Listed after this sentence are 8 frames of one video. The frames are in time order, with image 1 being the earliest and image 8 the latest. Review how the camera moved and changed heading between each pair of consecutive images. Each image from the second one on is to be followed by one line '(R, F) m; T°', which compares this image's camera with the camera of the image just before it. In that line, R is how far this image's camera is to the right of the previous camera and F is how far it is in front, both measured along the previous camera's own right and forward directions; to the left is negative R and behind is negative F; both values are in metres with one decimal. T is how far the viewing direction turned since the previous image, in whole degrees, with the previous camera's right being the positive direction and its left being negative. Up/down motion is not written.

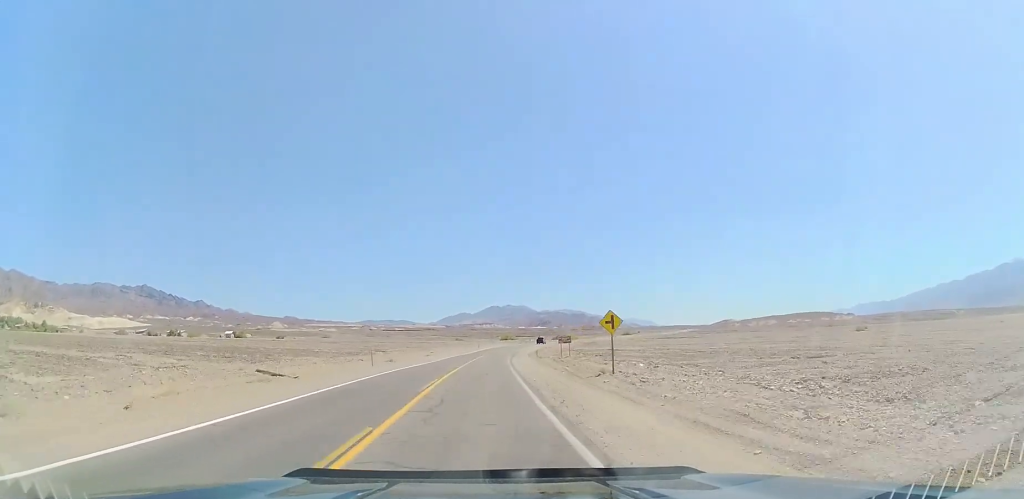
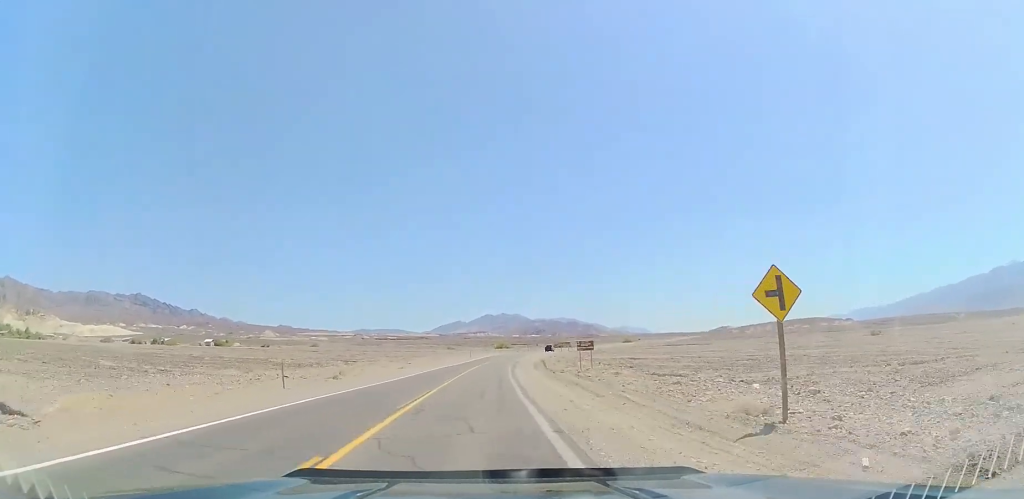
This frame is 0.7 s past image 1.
(-0.1, +17.5) m; 0°
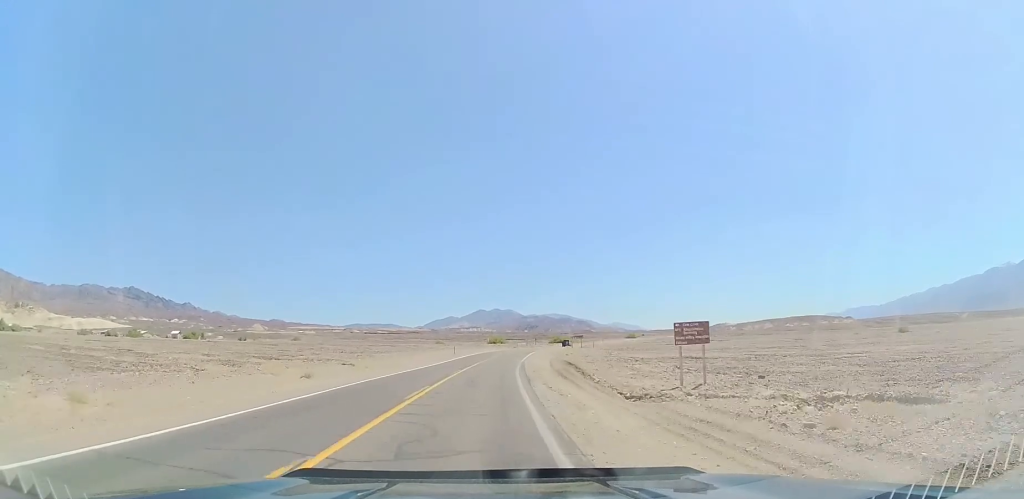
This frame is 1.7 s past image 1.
(+0.5, +27.5) m; +1°
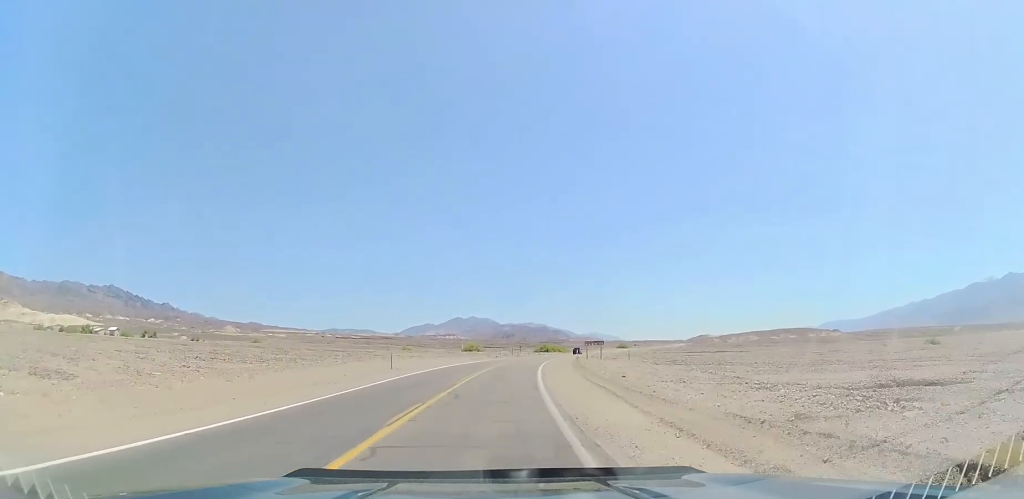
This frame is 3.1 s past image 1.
(+0.4, +35.2) m; +2°
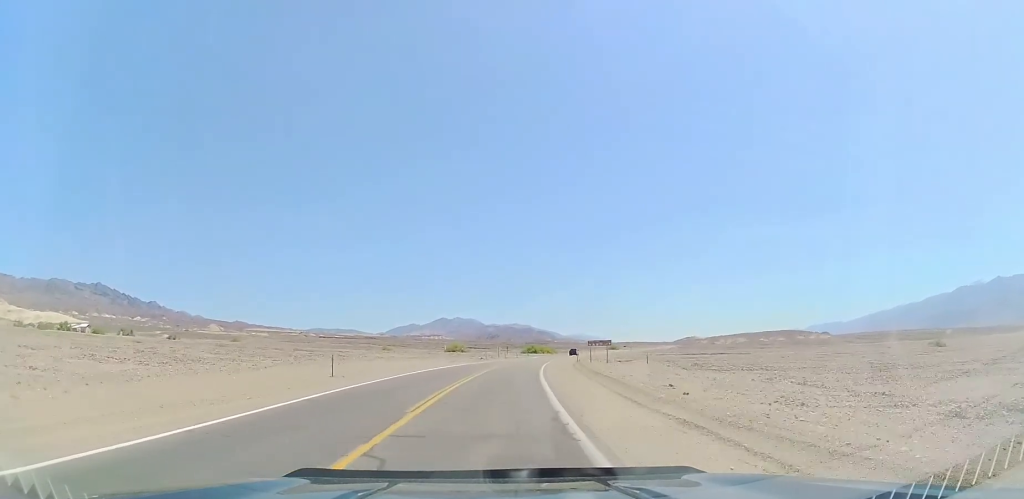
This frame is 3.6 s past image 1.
(0.0, +11.5) m; +1°
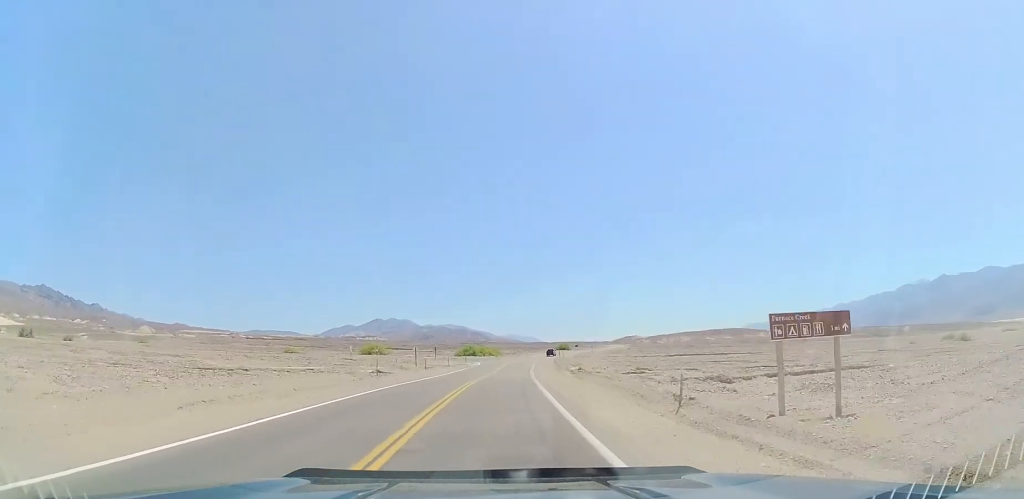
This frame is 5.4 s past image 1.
(+2.4, +44.8) m; +8°
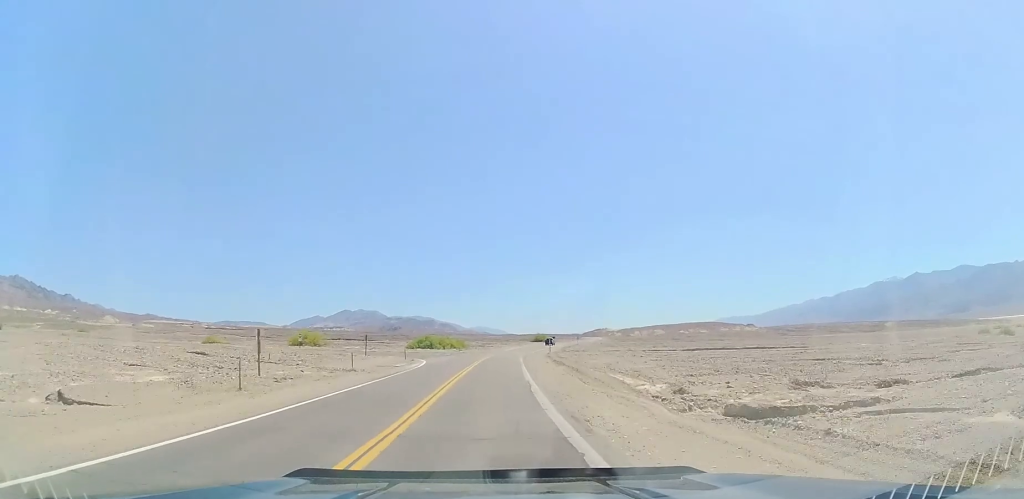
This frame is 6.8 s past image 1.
(+2.3, +34.3) m; +6°
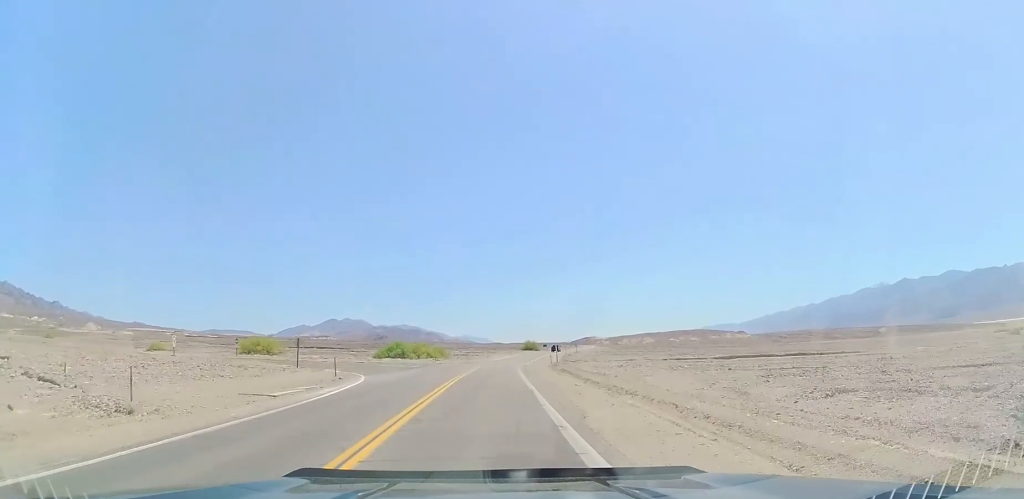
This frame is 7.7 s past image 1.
(+0.5, +20.6) m; +1°
